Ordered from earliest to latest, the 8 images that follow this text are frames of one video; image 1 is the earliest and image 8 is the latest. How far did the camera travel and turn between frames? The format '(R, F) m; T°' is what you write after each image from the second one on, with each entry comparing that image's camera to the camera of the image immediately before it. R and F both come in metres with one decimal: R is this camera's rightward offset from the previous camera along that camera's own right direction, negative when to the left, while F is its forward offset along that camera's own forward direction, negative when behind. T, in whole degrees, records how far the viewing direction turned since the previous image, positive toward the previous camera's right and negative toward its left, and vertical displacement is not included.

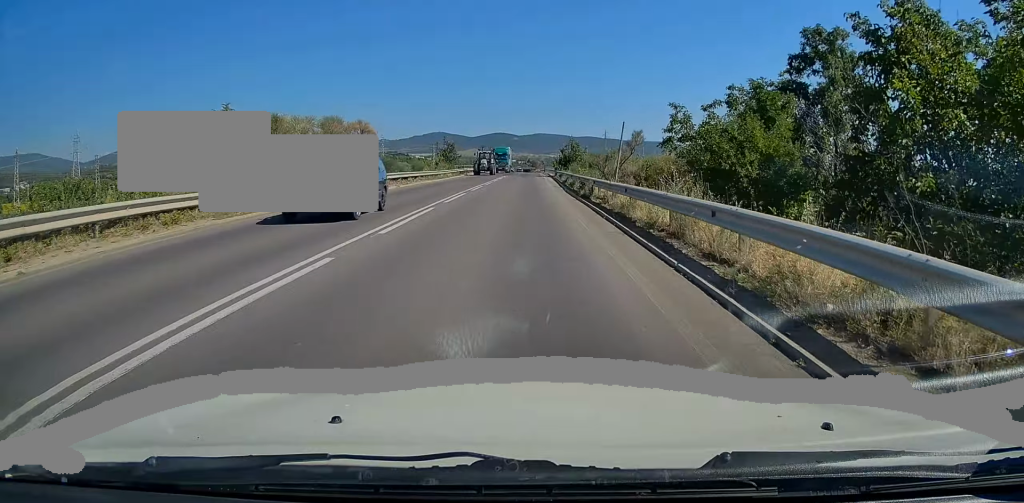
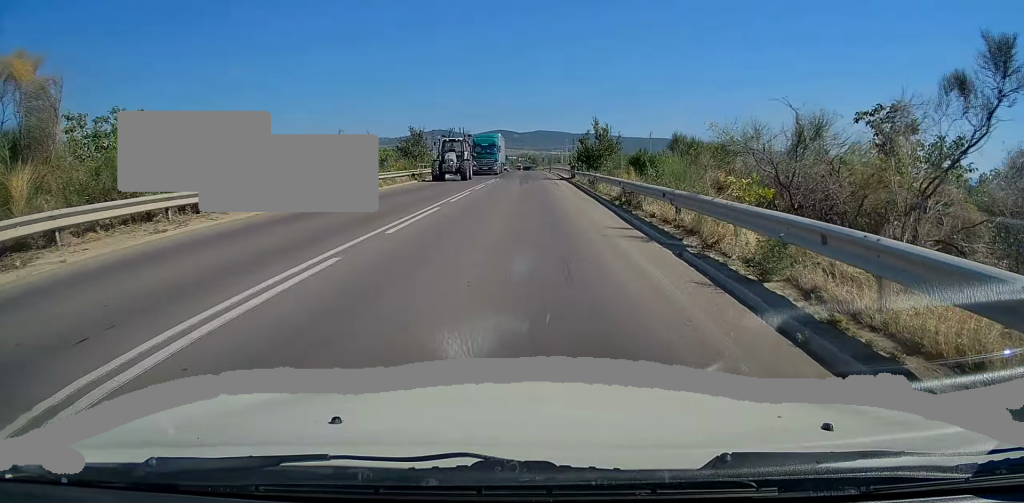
(-0.3, +27.1) m; 0°
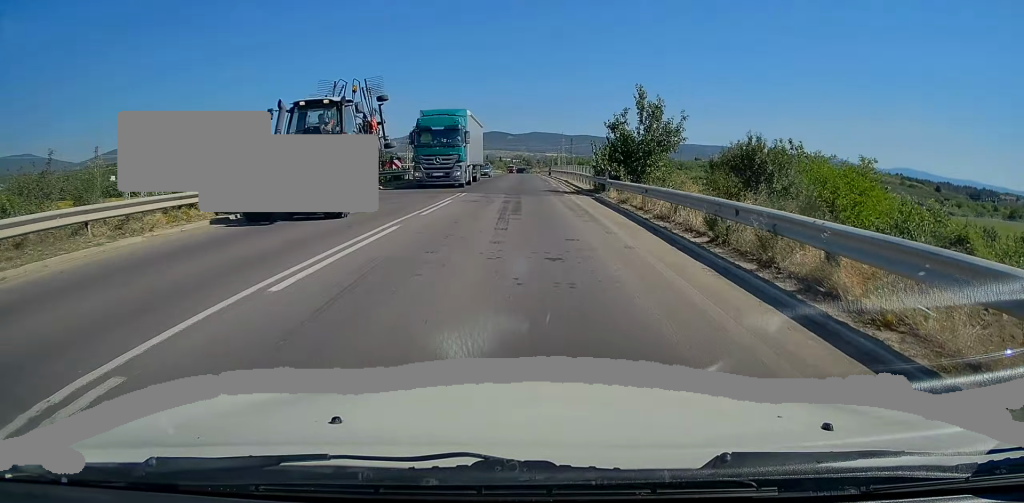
(+0.3, +22.3) m; 0°
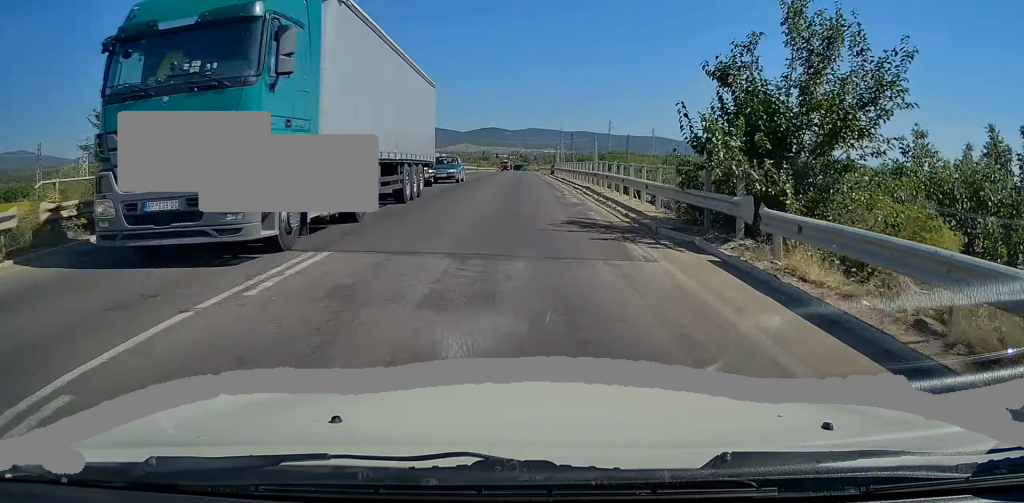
(-0.1, +18.3) m; 0°
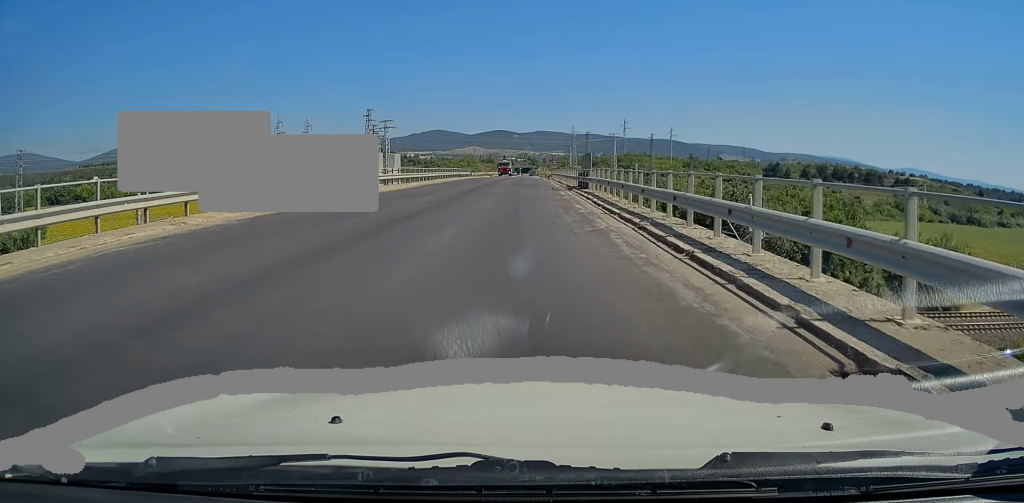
(0.0, +30.8) m; 0°
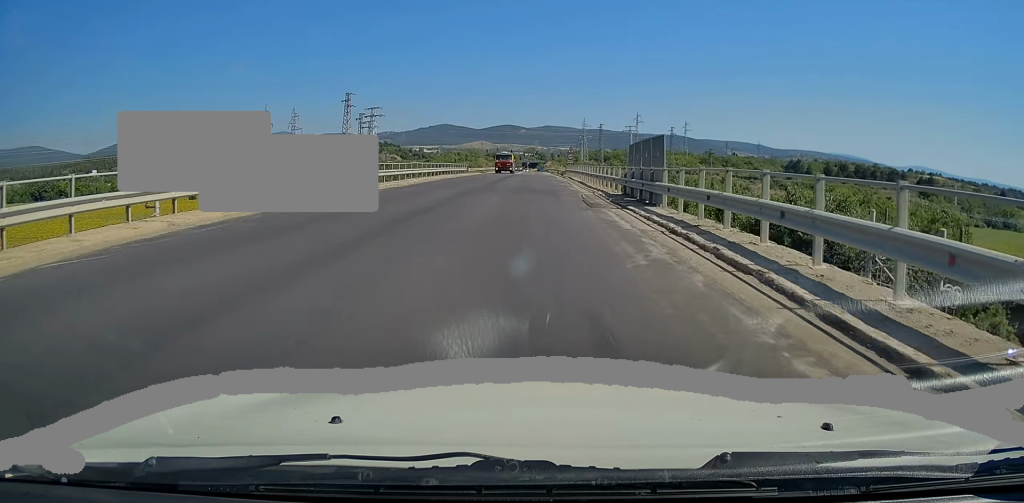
(0.0, +17.4) m; 0°
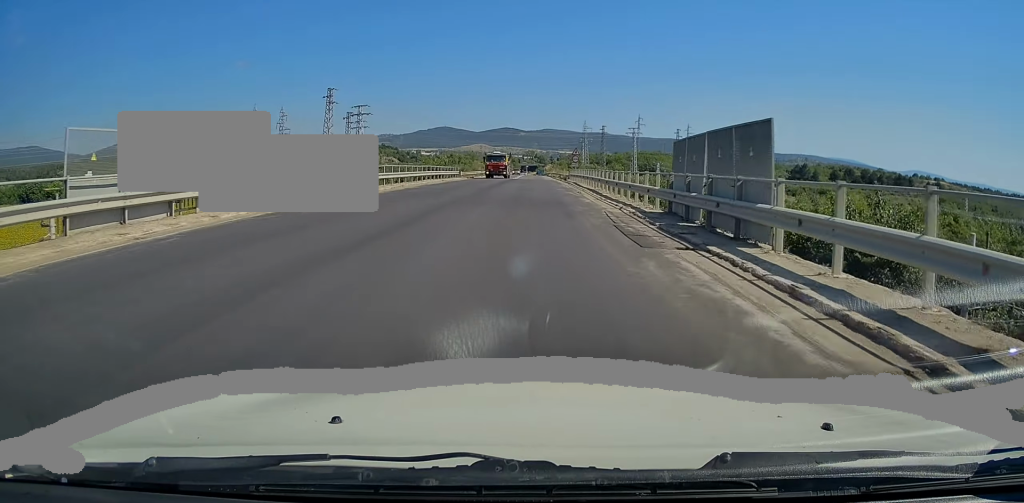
(0.0, +8.3) m; 0°
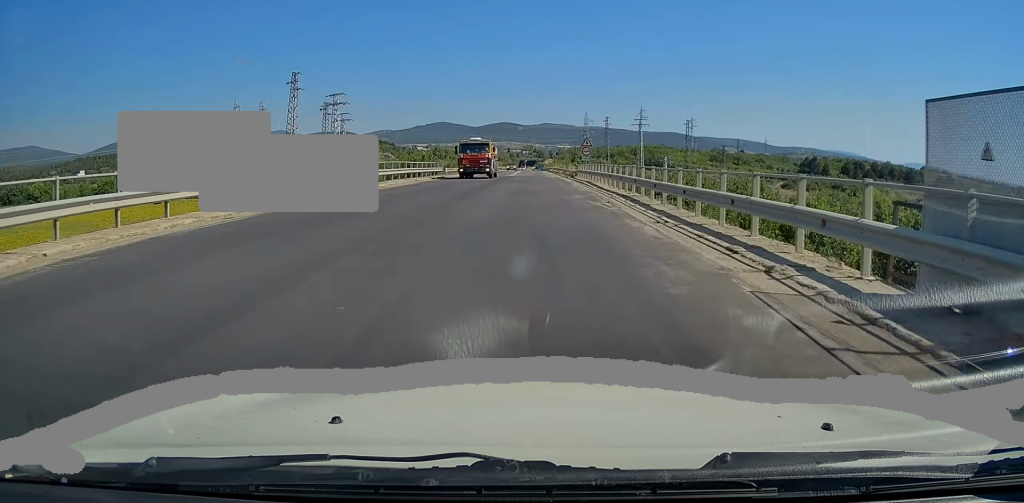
(0.0, +12.4) m; 0°
